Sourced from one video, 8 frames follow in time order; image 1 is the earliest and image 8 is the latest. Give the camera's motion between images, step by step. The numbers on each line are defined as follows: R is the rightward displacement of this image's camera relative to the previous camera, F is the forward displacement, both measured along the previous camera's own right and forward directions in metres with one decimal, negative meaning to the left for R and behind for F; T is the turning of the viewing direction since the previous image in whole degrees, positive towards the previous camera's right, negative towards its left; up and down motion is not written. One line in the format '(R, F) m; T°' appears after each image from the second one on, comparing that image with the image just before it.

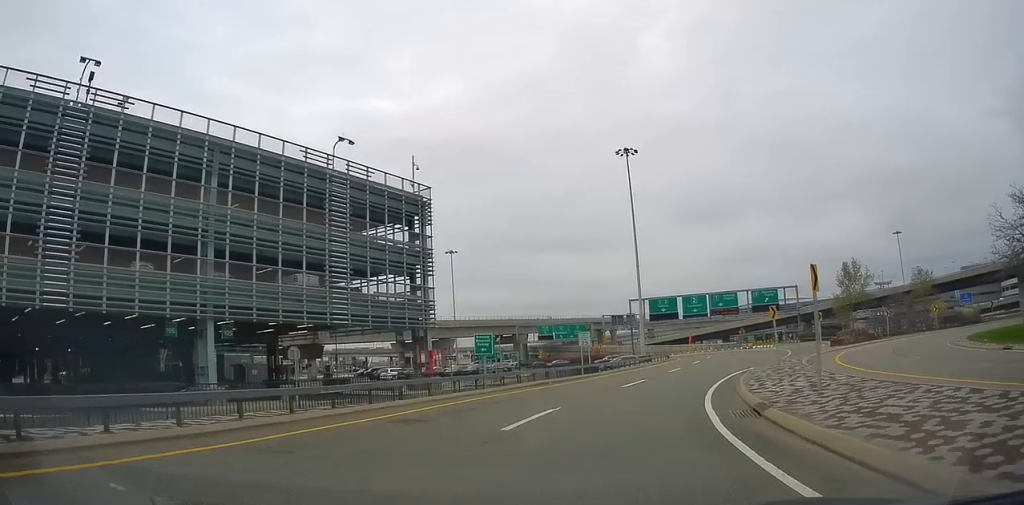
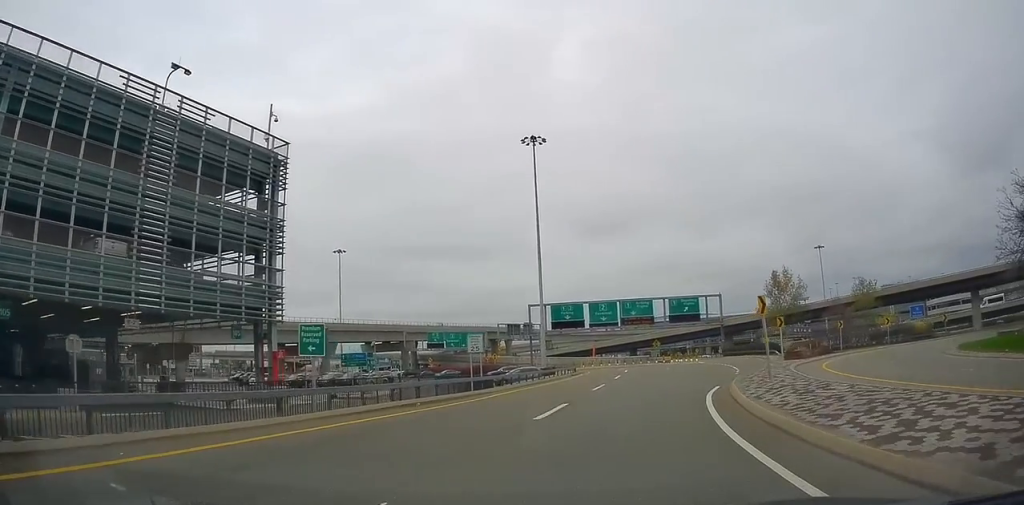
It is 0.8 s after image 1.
(+0.9, +10.1) m; +11°
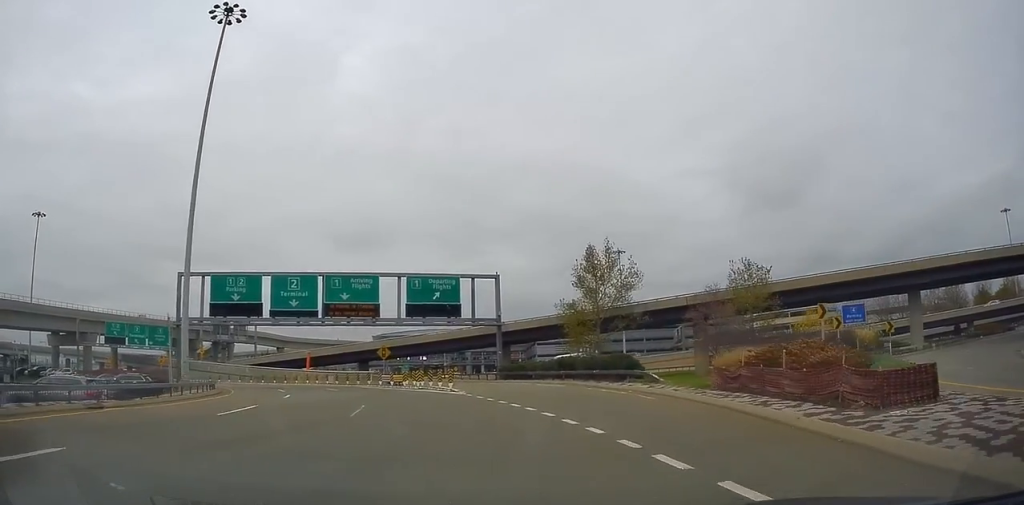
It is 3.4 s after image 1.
(+10.4, +34.8) m; +33°
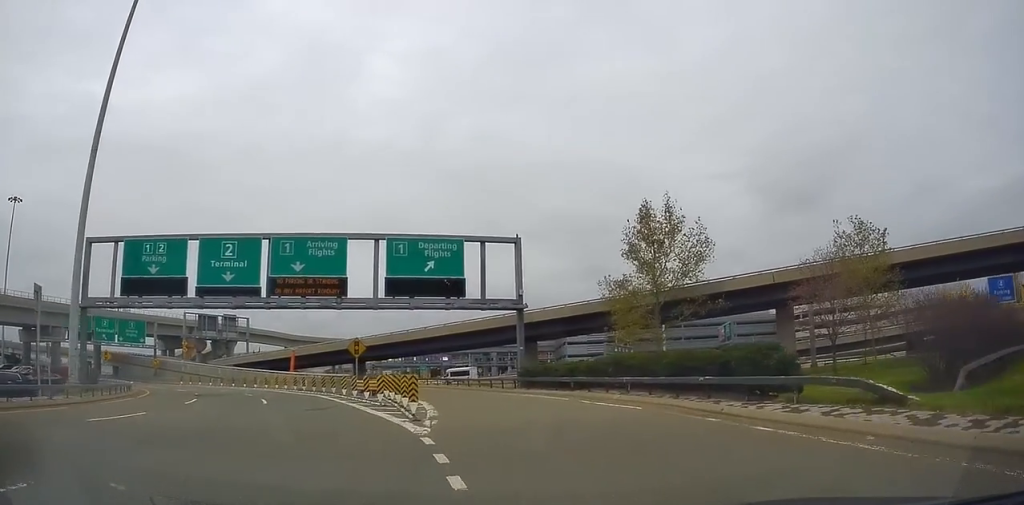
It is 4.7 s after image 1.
(+1.5, +16.7) m; +10°
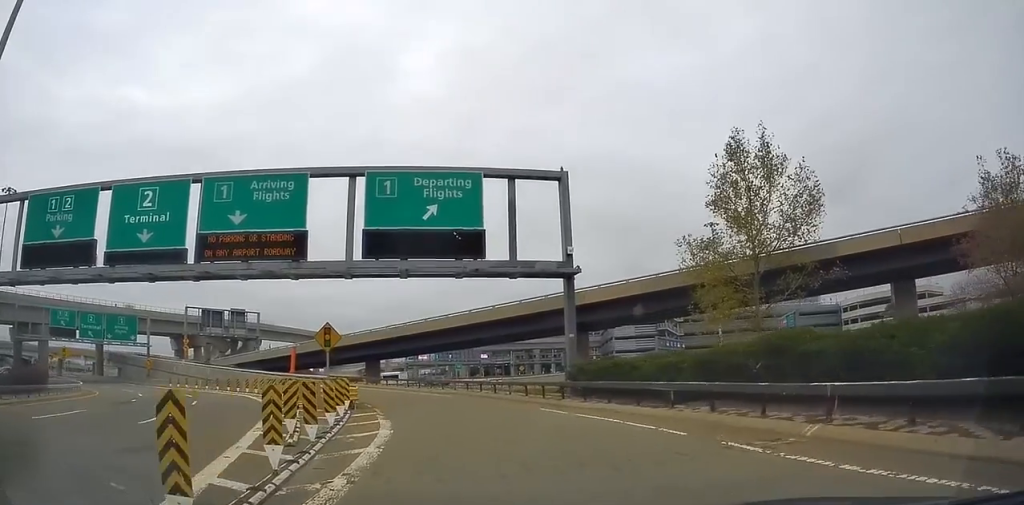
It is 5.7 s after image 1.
(+1.1, +13.6) m; +6°
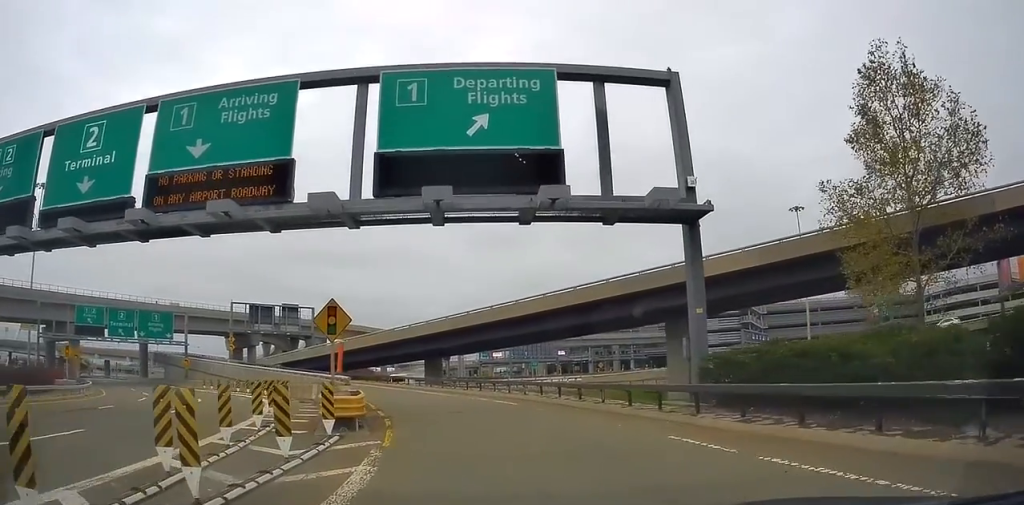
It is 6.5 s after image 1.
(+0.7, +9.4) m; -3°
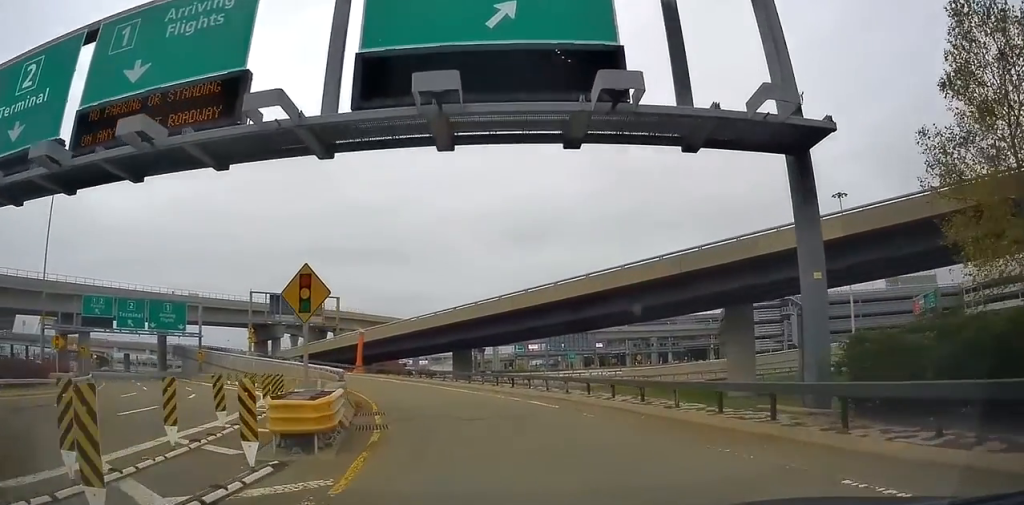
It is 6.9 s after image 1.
(-0.6, +5.0) m; -4°
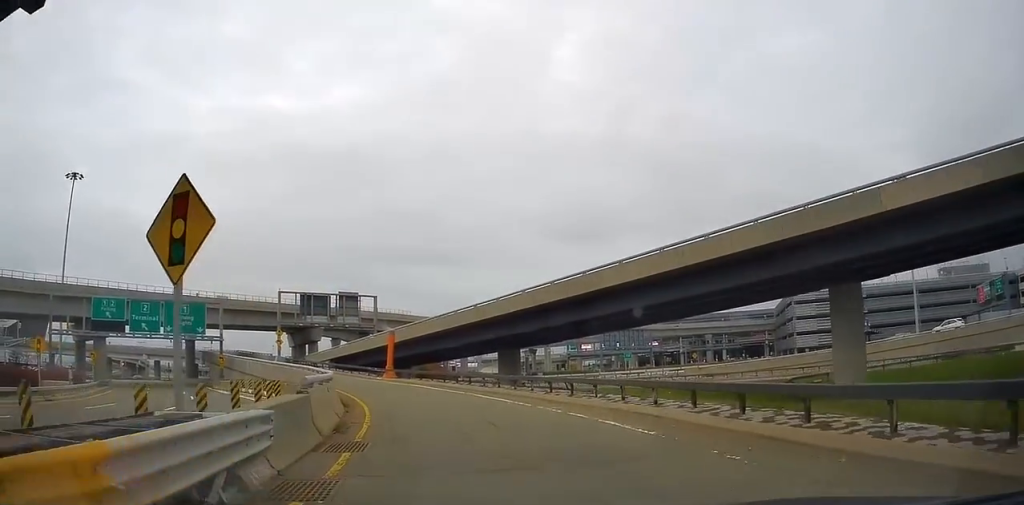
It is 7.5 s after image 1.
(-0.5, +6.8) m; -5°
